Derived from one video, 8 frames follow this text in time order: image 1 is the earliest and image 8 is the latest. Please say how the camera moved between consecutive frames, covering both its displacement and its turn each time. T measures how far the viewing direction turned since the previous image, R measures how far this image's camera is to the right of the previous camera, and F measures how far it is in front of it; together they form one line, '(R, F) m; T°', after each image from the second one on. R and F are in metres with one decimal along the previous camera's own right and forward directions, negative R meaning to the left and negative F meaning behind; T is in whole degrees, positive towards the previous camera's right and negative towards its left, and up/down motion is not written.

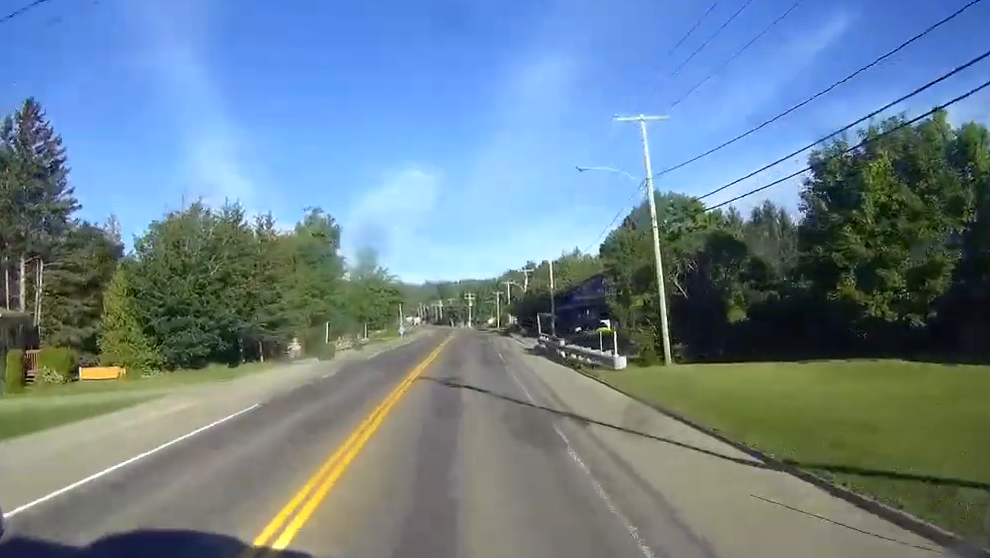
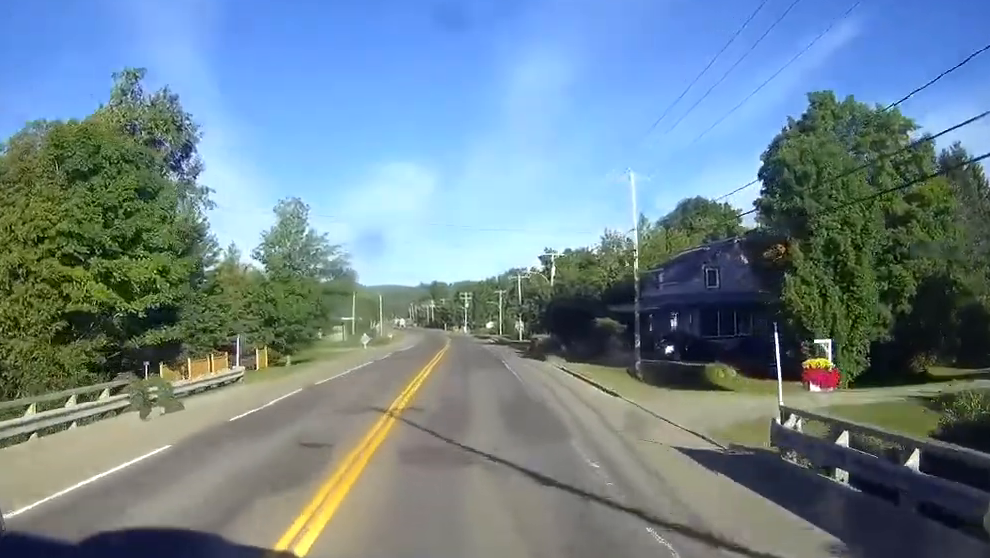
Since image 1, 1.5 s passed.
(0.0, +41.8) m; 0°
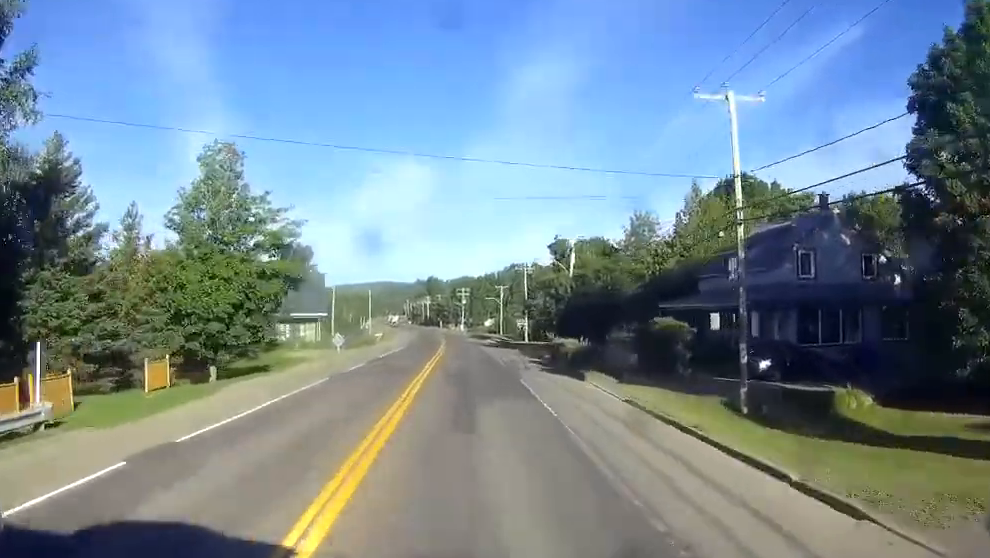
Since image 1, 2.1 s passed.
(0.0, +16.4) m; 0°
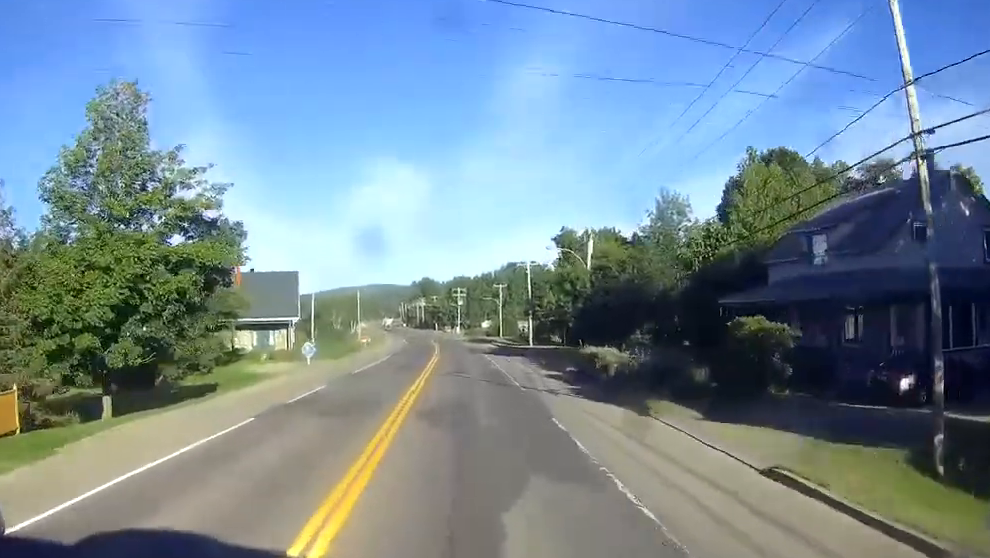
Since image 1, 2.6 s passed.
(0.0, +11.8) m; 0°
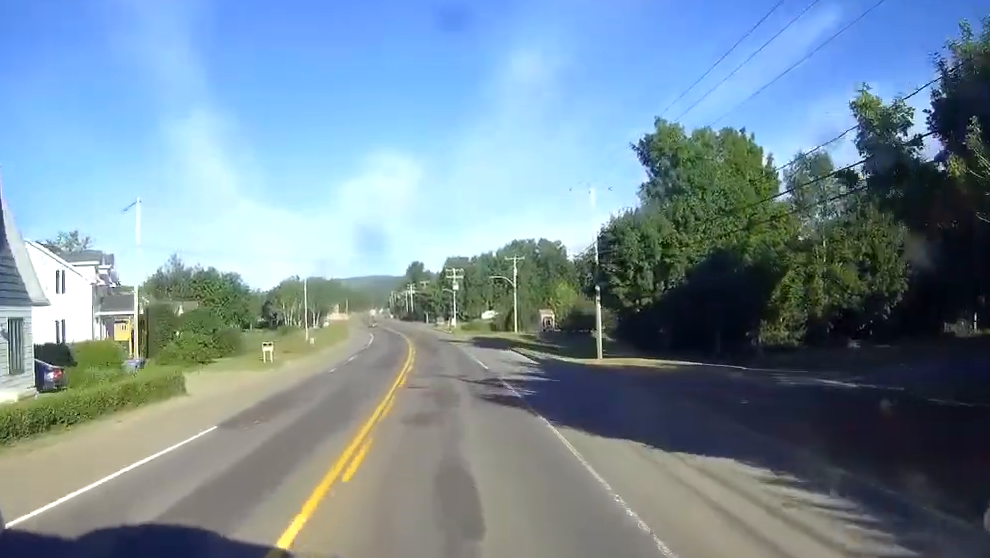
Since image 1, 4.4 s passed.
(+0.3, +49.9) m; 0°
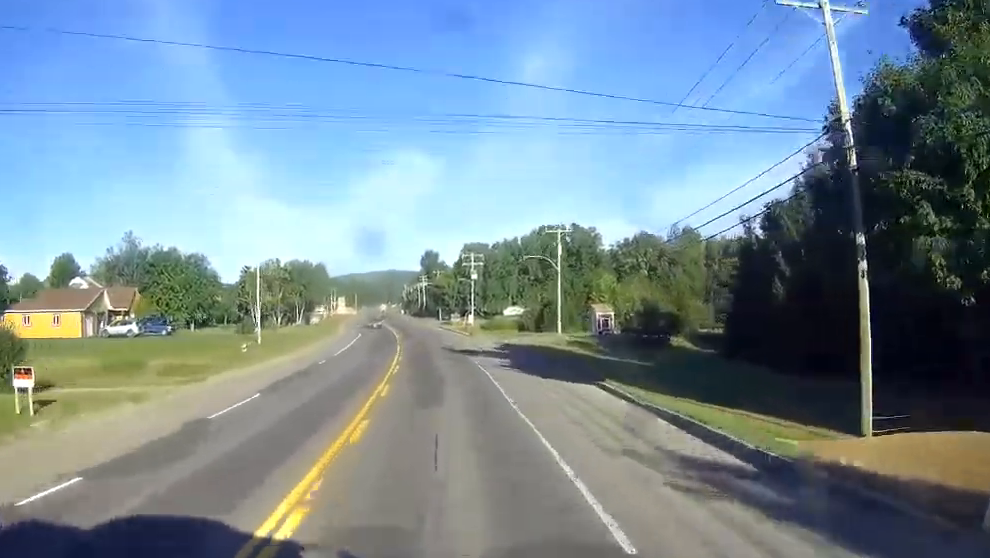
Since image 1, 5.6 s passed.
(-0.2, +31.6) m; -1°
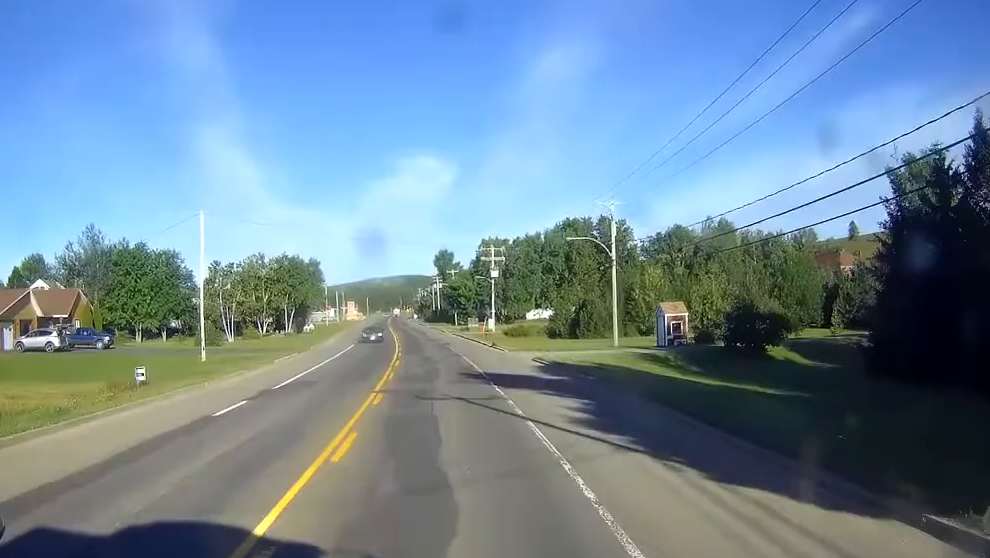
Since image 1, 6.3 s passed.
(0.0, +19.8) m; -1°
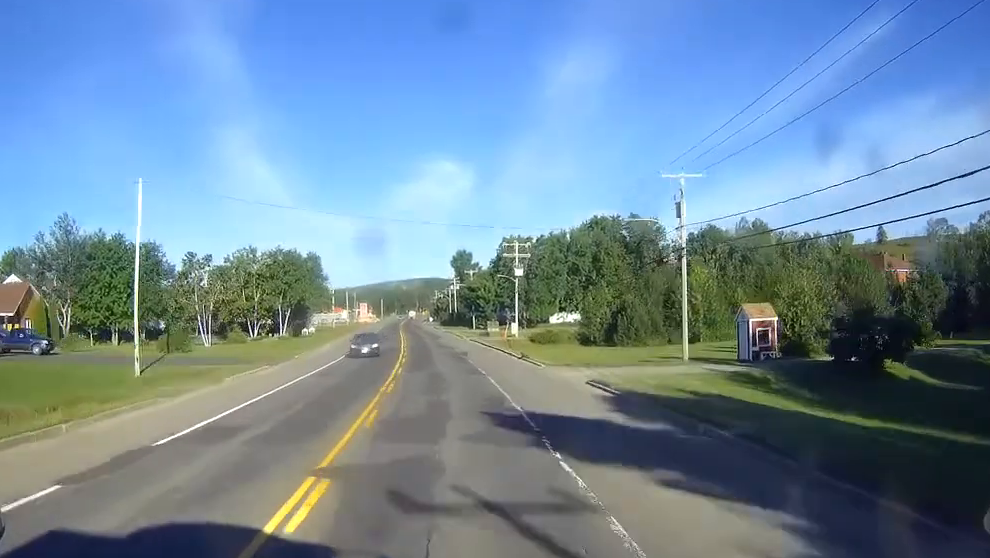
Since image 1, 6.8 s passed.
(-0.2, +13.5) m; -1°
